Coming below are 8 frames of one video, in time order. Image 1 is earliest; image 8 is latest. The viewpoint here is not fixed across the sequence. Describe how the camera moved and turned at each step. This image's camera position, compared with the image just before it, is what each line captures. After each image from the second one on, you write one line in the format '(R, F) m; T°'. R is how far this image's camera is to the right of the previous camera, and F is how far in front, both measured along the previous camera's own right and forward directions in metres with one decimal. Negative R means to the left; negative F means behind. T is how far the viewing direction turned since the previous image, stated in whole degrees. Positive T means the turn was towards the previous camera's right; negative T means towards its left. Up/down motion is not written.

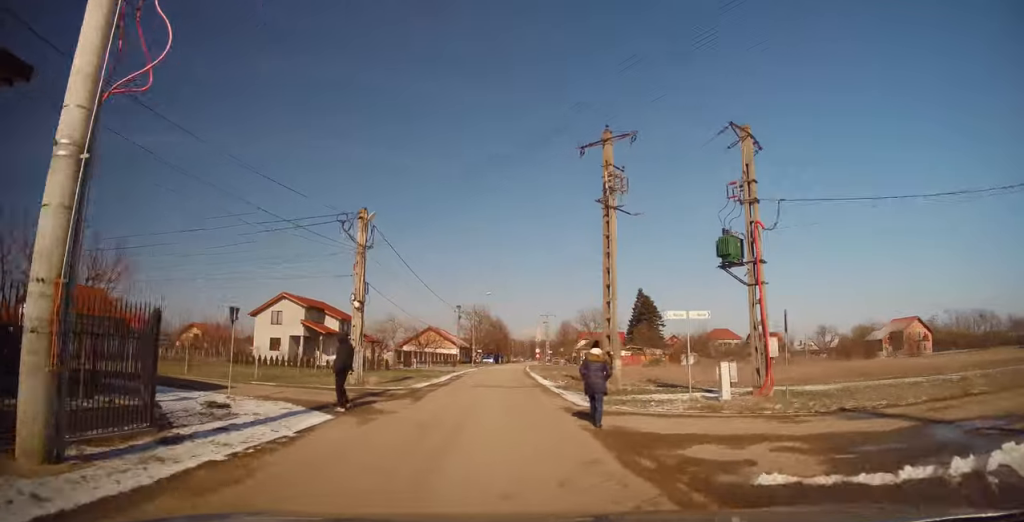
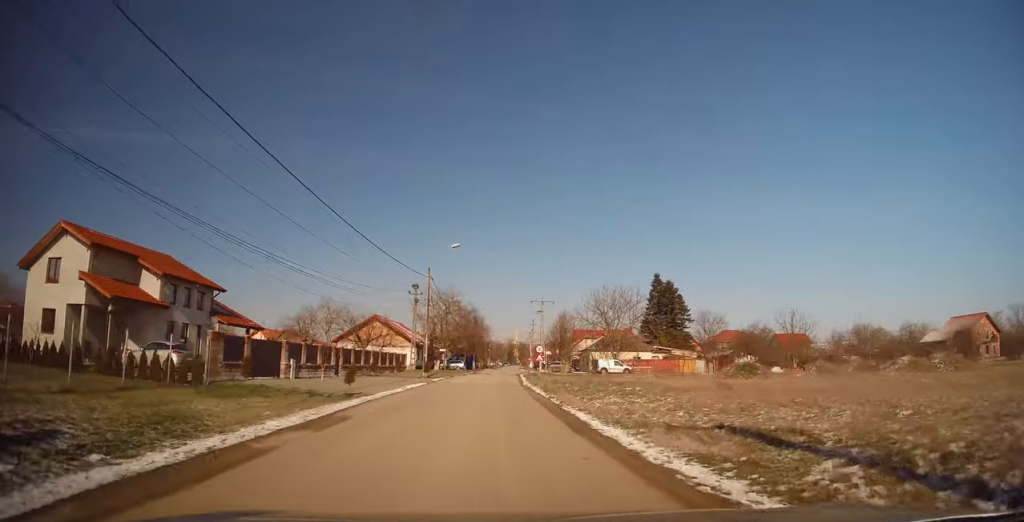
(0.0, +29.4) m; 0°
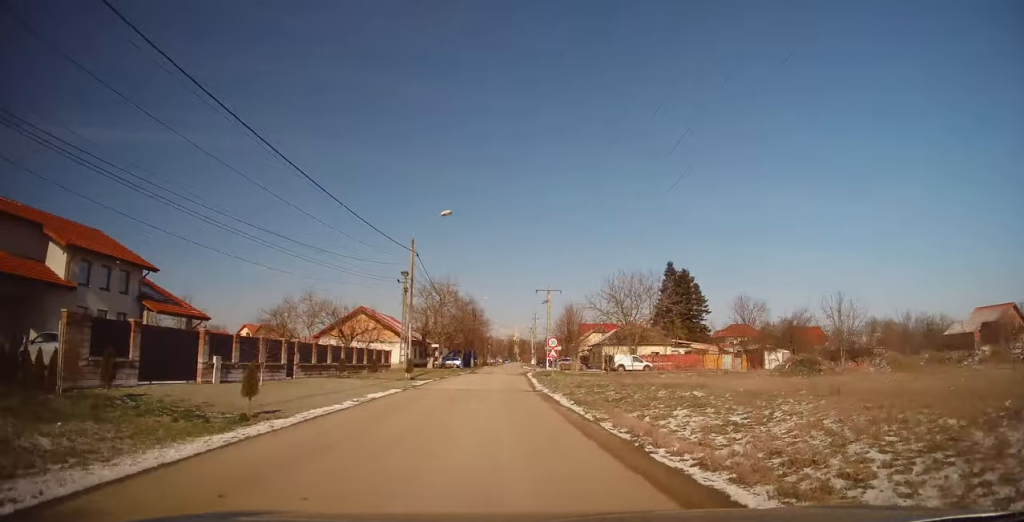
(0.0, +7.8) m; 0°
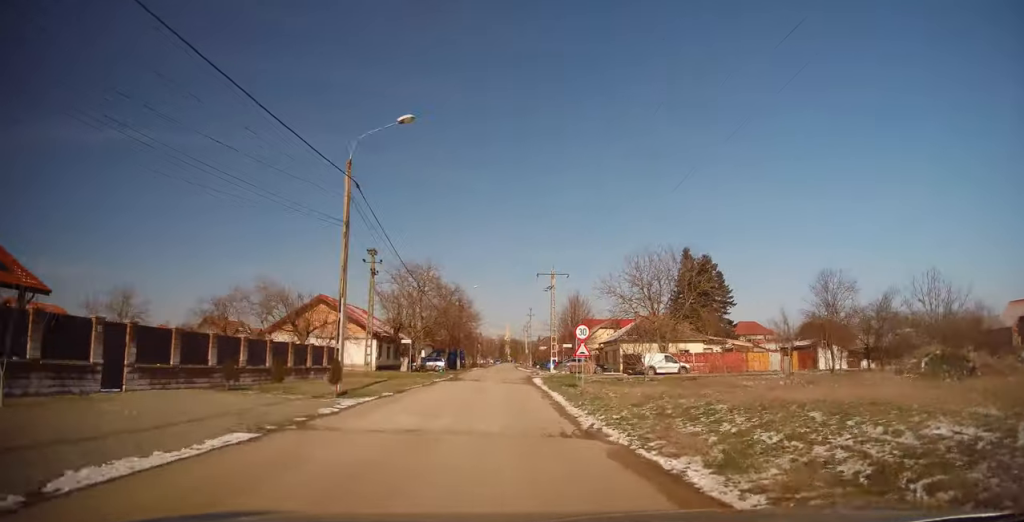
(0.0, +12.8) m; 0°
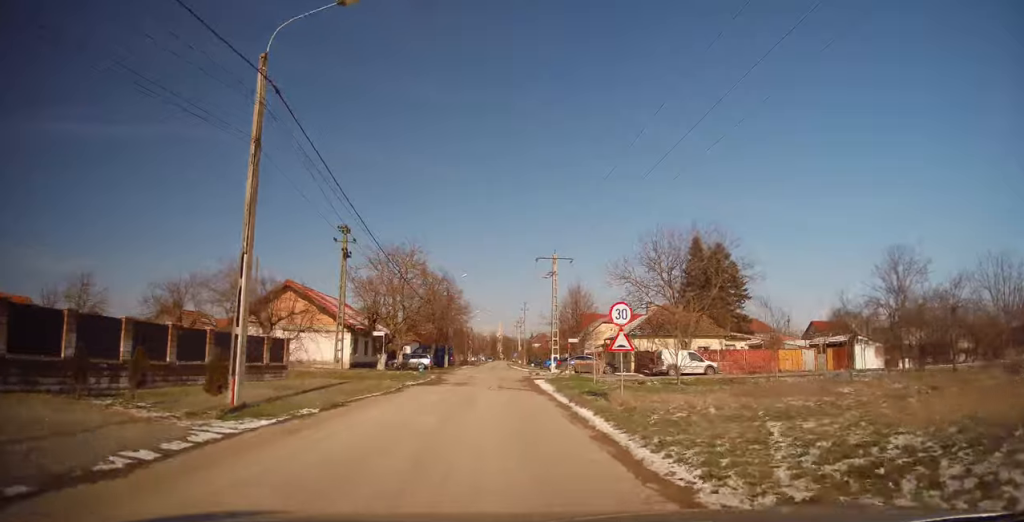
(0.0, +7.3) m; 0°
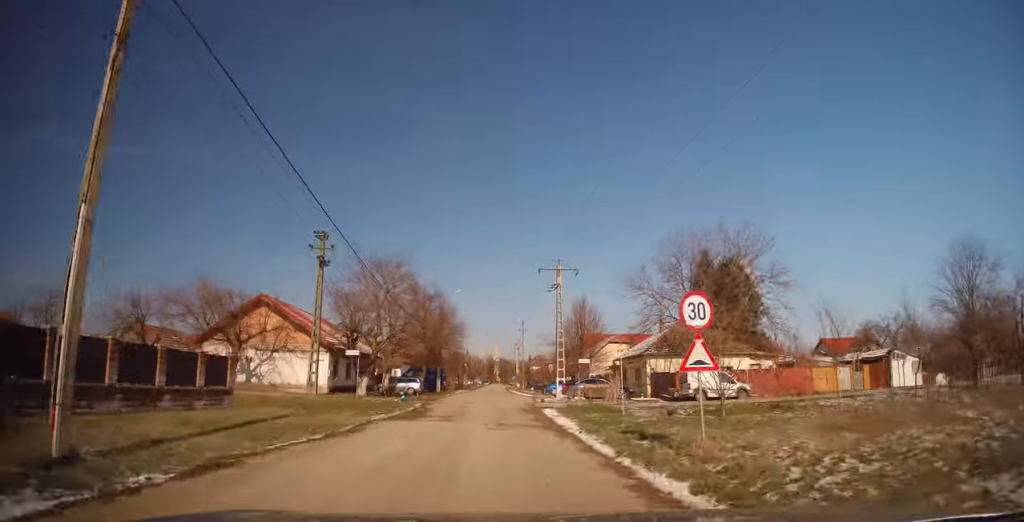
(0.0, +5.4) m; 0°
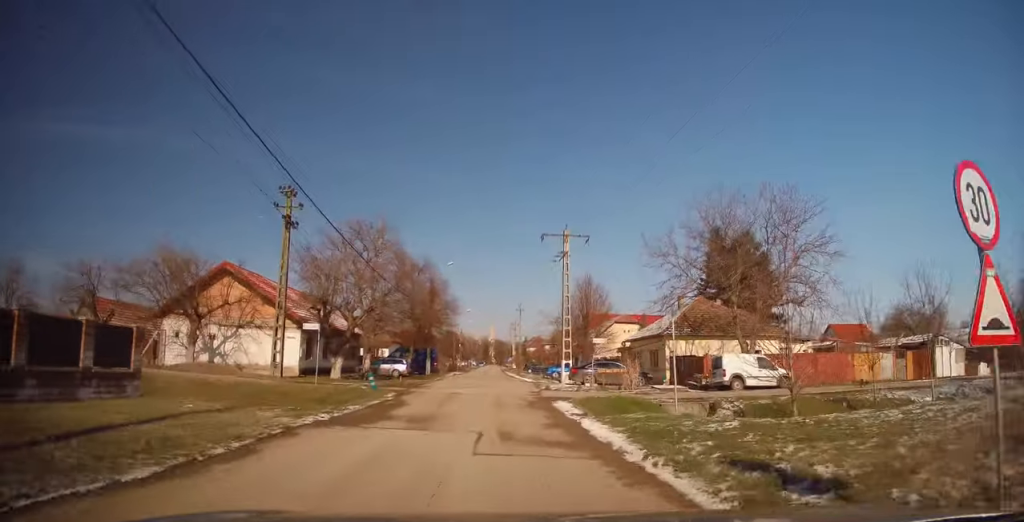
(0.0, +5.8) m; 0°
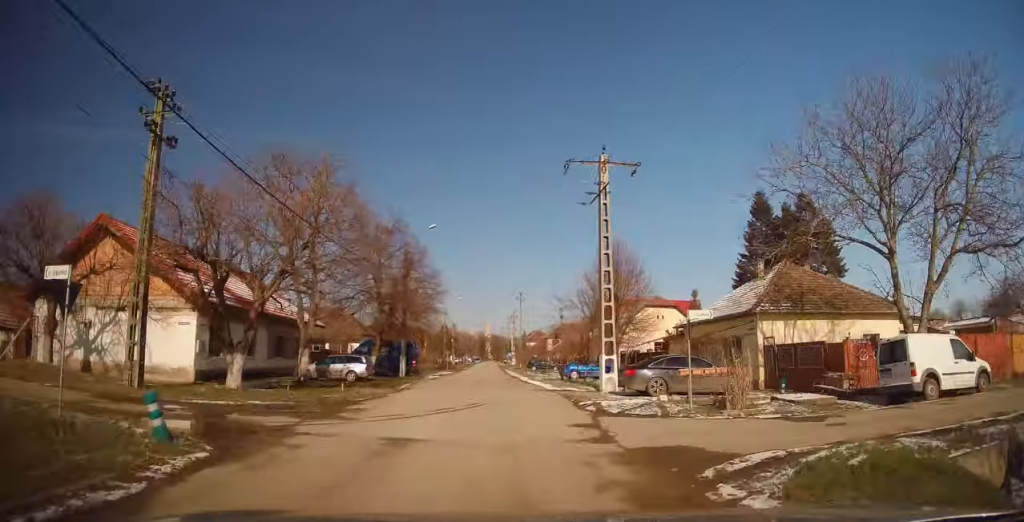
(0.0, +13.3) m; 0°
